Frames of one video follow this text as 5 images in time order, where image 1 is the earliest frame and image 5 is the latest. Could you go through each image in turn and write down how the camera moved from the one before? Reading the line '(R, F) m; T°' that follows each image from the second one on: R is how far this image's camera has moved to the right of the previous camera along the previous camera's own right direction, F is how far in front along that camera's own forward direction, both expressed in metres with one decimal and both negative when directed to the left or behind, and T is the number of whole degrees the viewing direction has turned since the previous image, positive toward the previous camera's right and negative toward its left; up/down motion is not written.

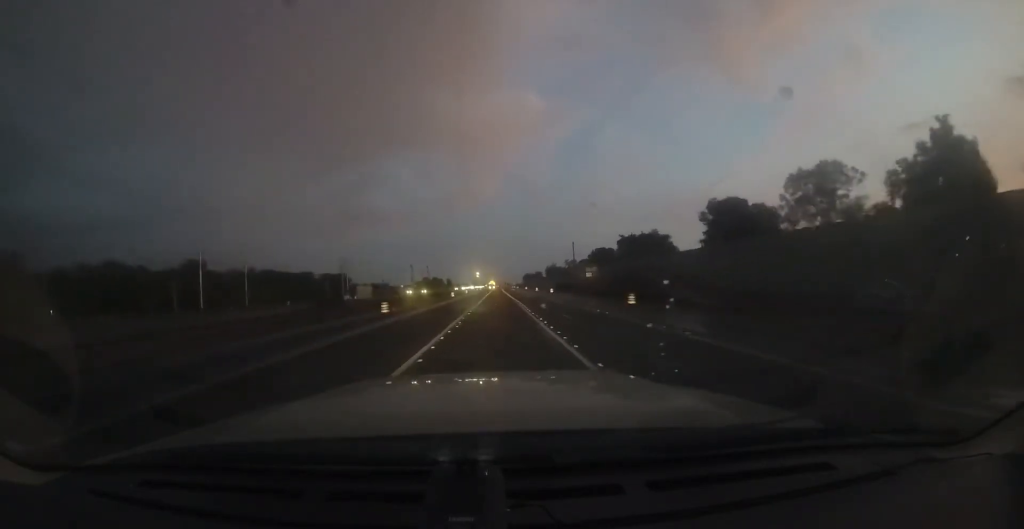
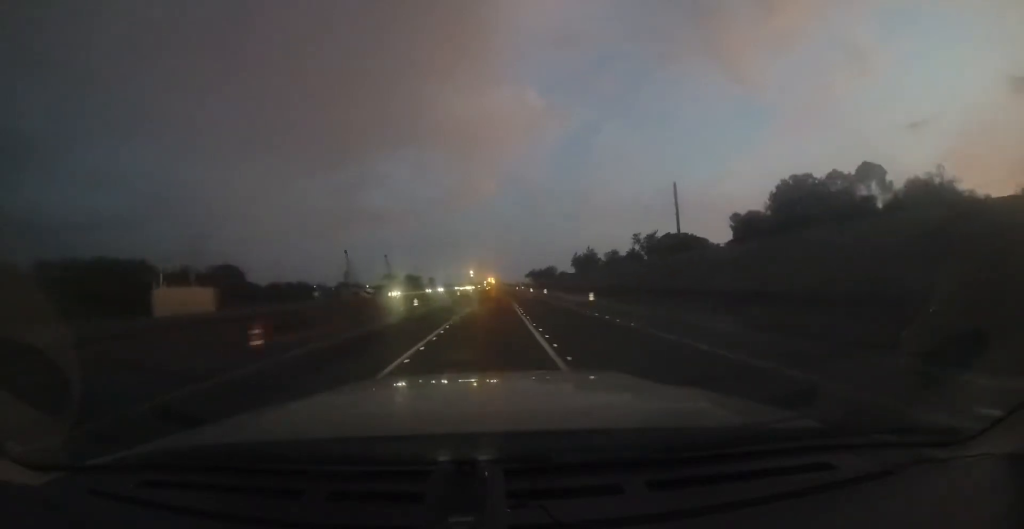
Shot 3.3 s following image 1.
(0.0, +102.7) m; +1°
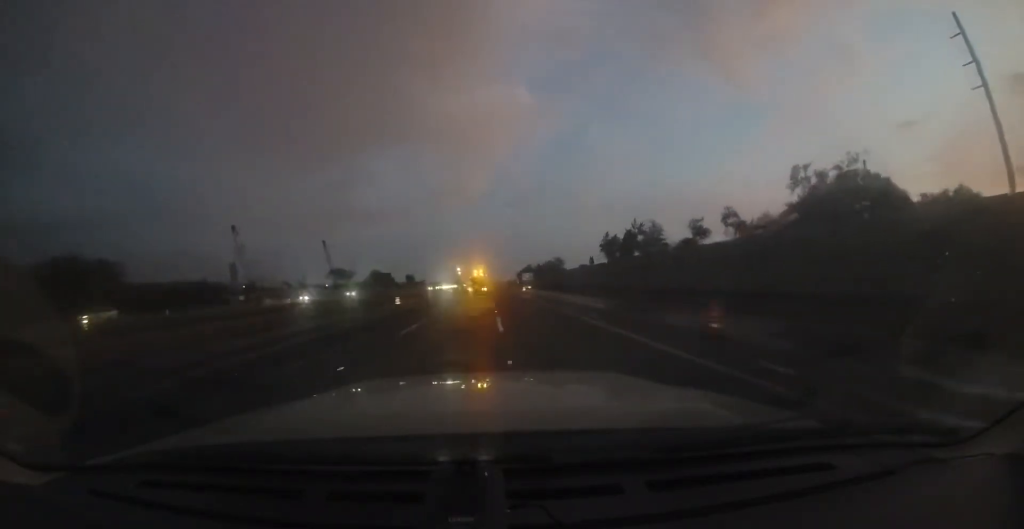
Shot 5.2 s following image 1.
(+1.6, +58.7) m; +3°
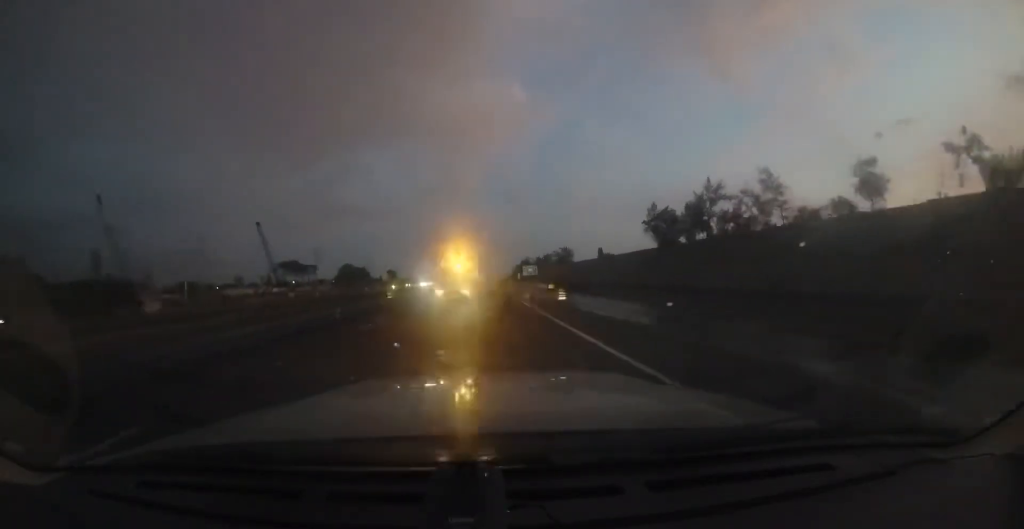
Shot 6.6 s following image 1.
(+0.5, +34.6) m; +3°
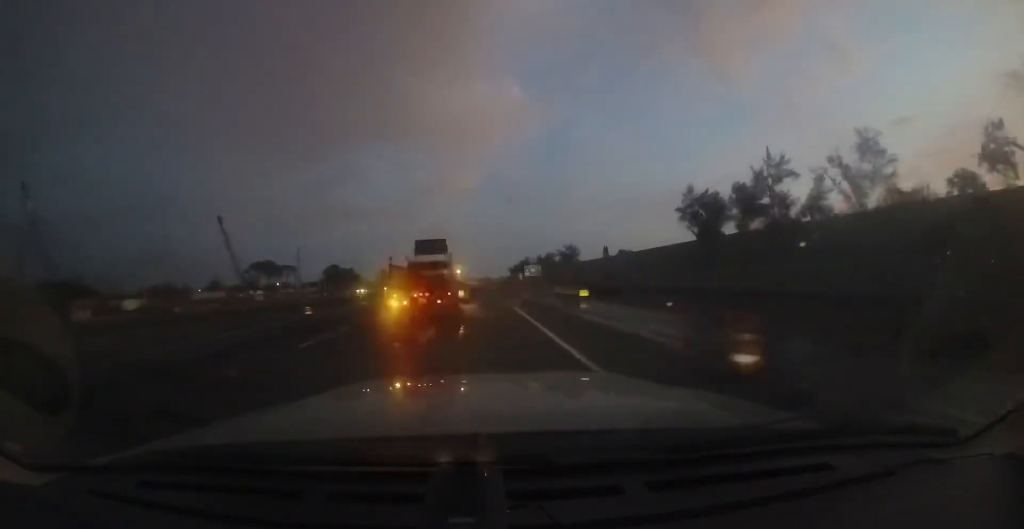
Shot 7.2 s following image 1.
(+0.5, +13.4) m; +1°
